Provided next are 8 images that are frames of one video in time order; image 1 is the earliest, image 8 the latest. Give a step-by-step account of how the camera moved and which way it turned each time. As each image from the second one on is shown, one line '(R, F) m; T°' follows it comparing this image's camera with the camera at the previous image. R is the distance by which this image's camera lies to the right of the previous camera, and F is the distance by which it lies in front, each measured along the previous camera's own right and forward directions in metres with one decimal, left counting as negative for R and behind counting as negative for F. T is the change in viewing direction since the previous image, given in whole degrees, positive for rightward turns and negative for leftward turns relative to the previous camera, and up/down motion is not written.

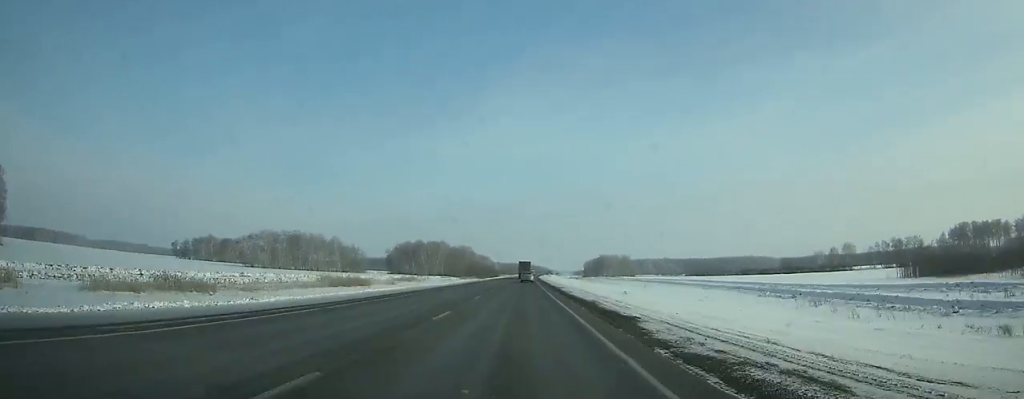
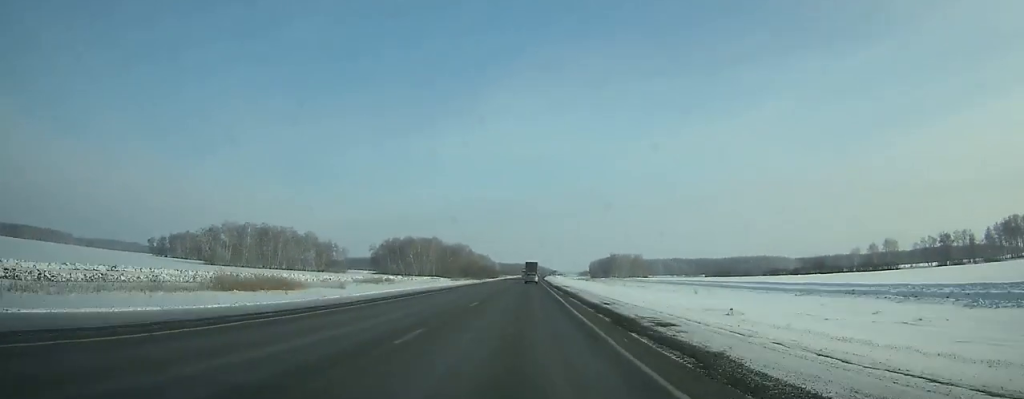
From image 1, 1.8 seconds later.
(+0.1, +43.5) m; 0°
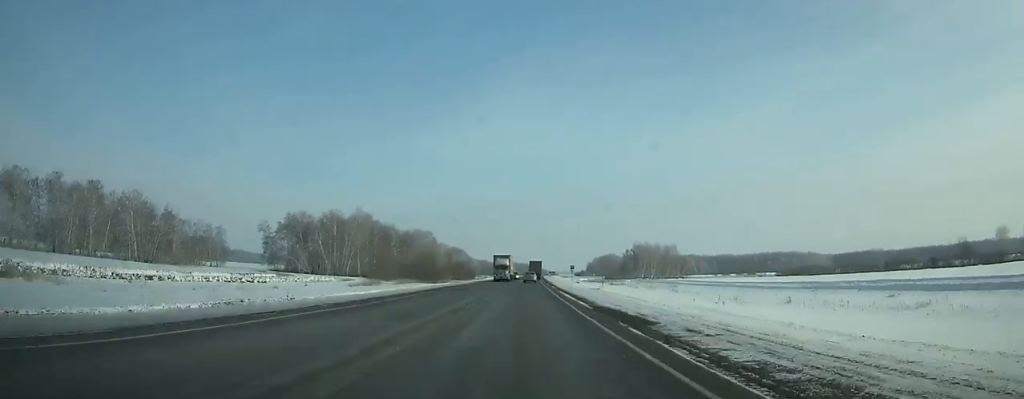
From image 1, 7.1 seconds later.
(+0.8, +131.2) m; +1°
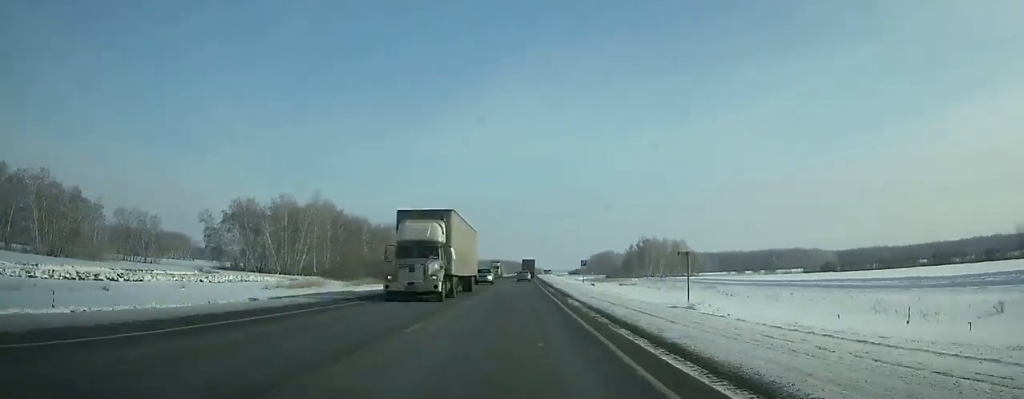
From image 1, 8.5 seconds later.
(+0.1, +34.6) m; 0°
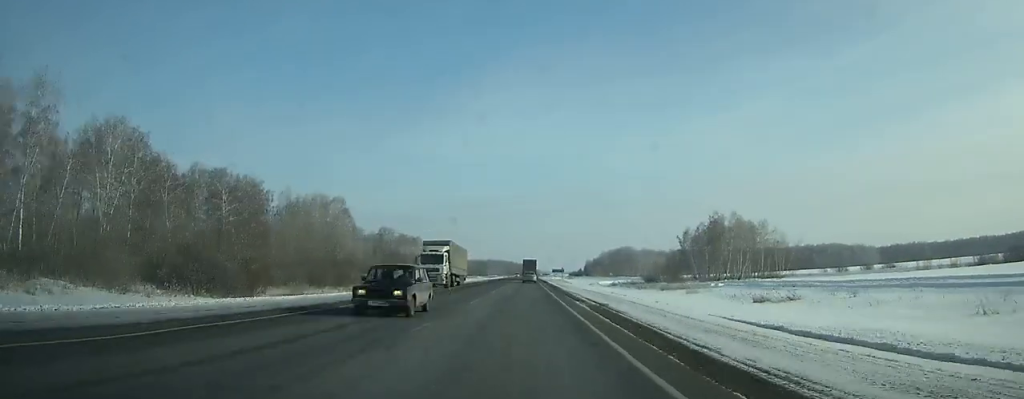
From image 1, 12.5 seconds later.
(+0.3, +101.5) m; 0°
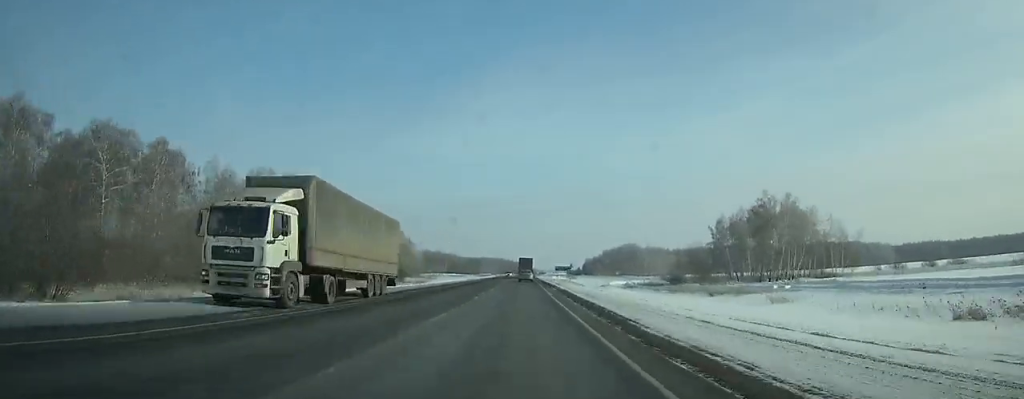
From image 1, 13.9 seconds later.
(+0.1, +35.0) m; 0°
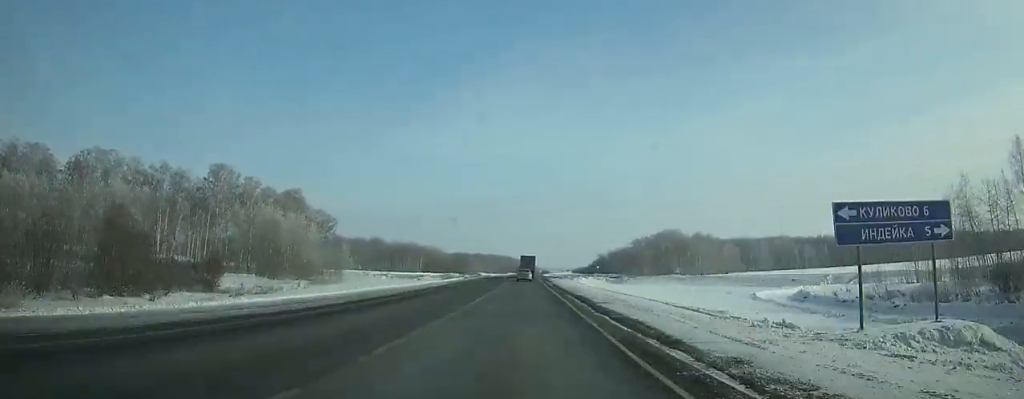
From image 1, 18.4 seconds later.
(+0.1, +109.3) m; 0°
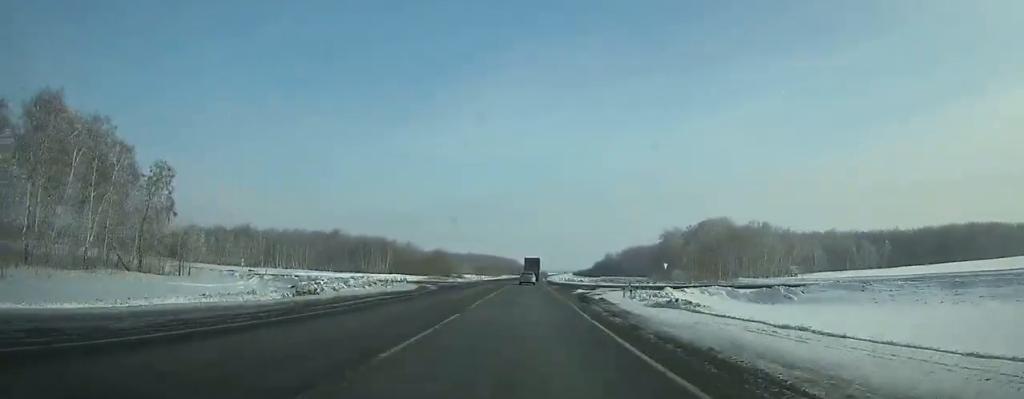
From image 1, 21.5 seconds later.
(+0.2, +72.9) m; +1°
